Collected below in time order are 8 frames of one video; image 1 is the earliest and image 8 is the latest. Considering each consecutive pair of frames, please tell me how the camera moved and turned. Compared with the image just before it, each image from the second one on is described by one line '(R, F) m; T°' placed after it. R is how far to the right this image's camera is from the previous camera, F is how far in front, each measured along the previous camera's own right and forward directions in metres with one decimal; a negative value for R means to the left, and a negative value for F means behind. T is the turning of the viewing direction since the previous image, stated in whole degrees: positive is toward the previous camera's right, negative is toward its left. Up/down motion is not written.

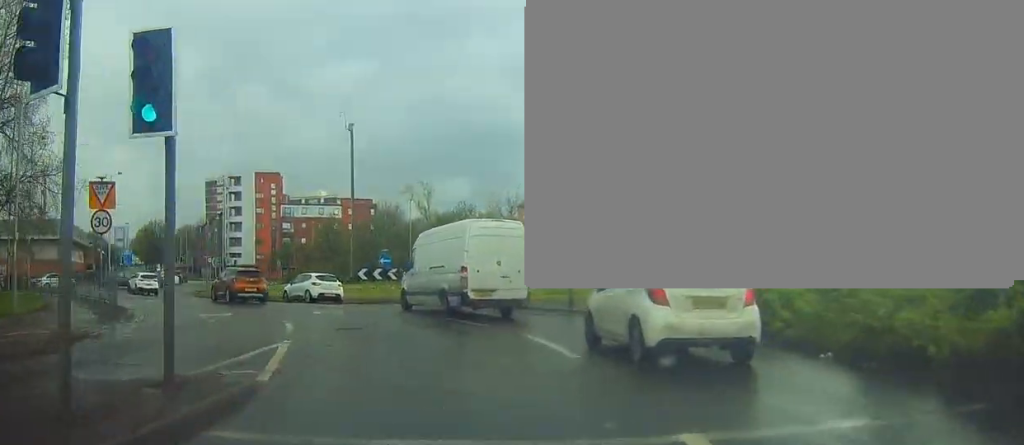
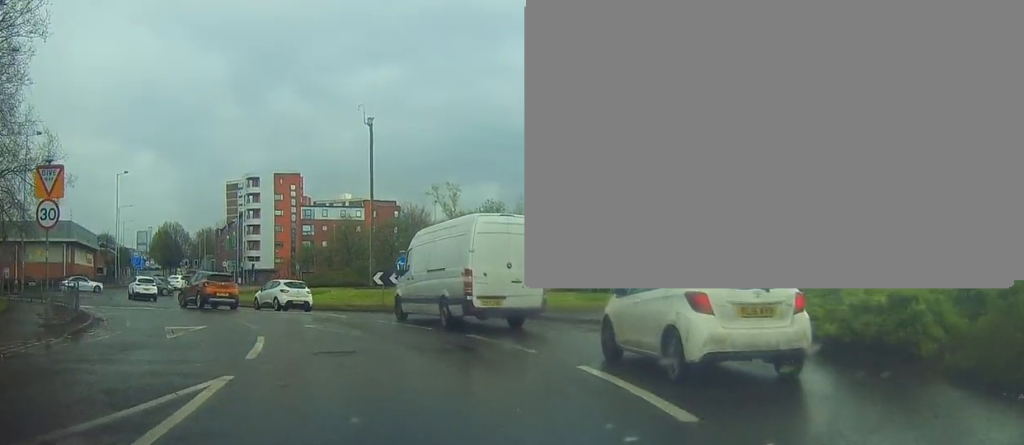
(-0.3, +4.4) m; -1°
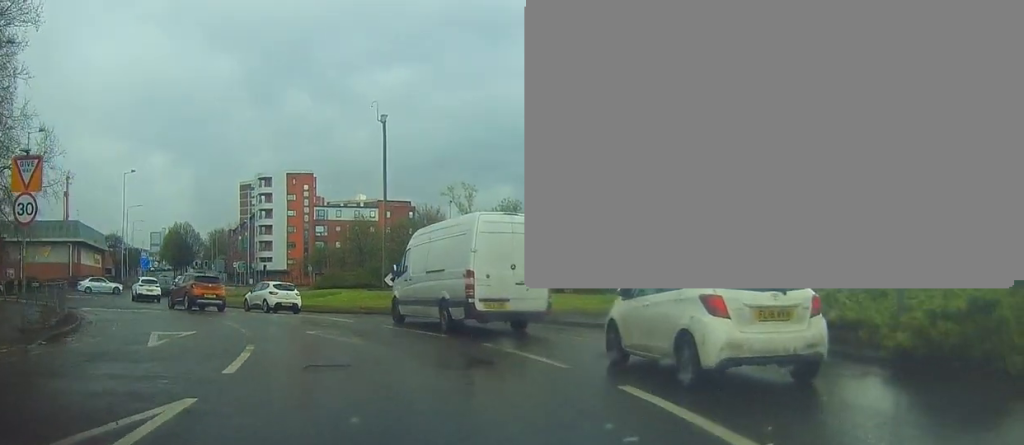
(0.0, +1.8) m; -1°
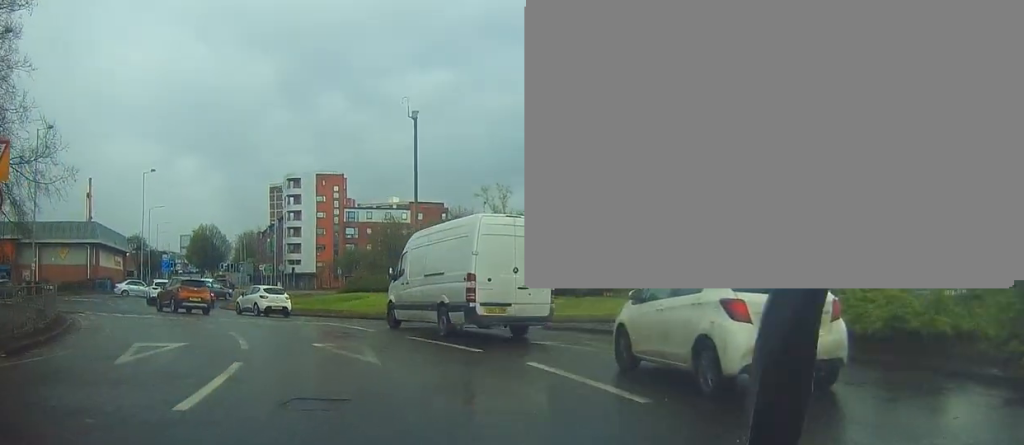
(+0.2, +2.8) m; -1°
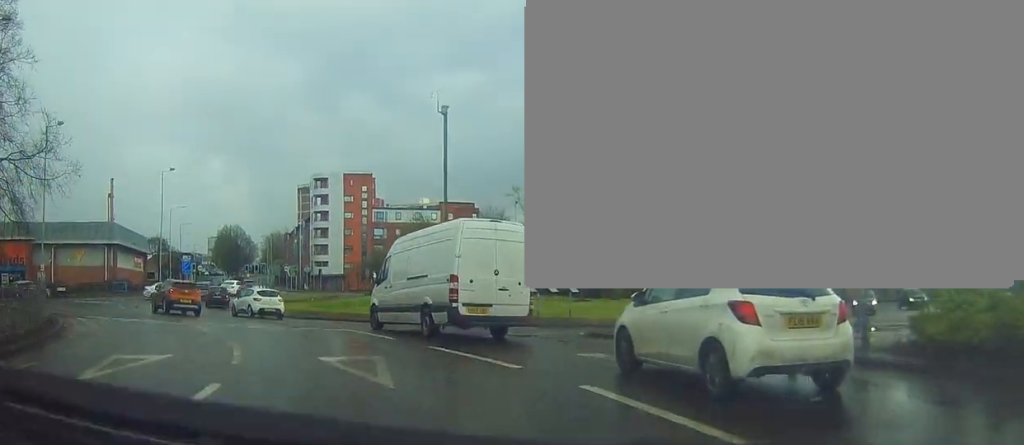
(-0.3, +2.2) m; -4°
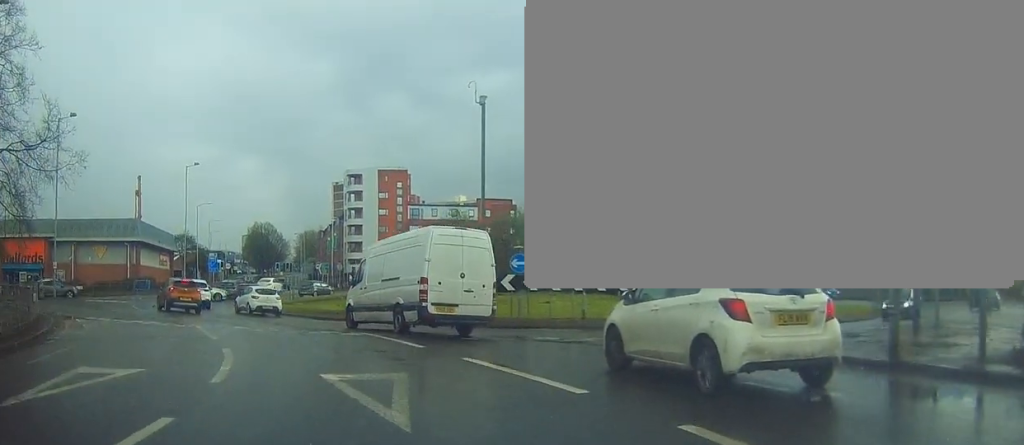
(-0.1, +2.5) m; -4°
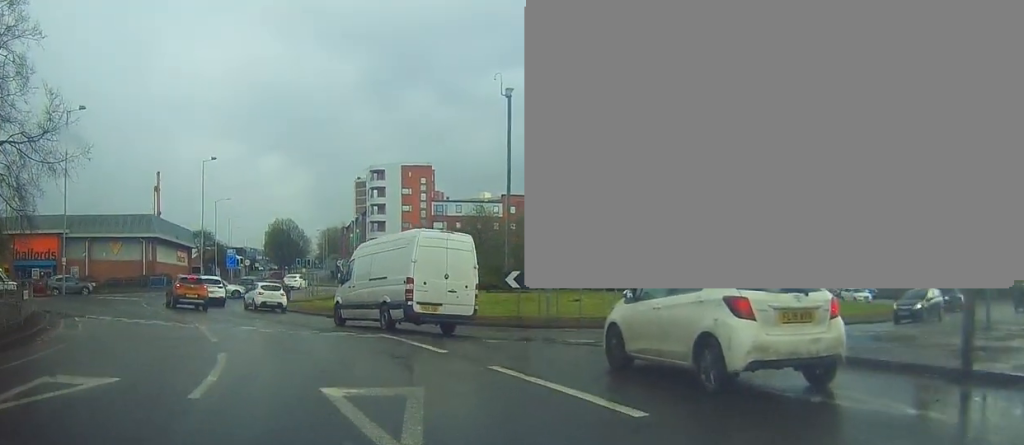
(+0.1, +1.4) m; -2°
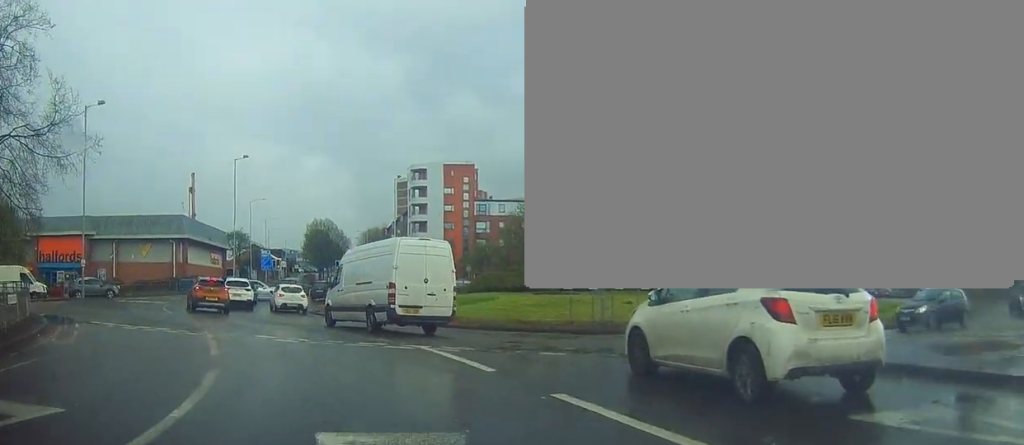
(-0.2, +2.2) m; -3°
